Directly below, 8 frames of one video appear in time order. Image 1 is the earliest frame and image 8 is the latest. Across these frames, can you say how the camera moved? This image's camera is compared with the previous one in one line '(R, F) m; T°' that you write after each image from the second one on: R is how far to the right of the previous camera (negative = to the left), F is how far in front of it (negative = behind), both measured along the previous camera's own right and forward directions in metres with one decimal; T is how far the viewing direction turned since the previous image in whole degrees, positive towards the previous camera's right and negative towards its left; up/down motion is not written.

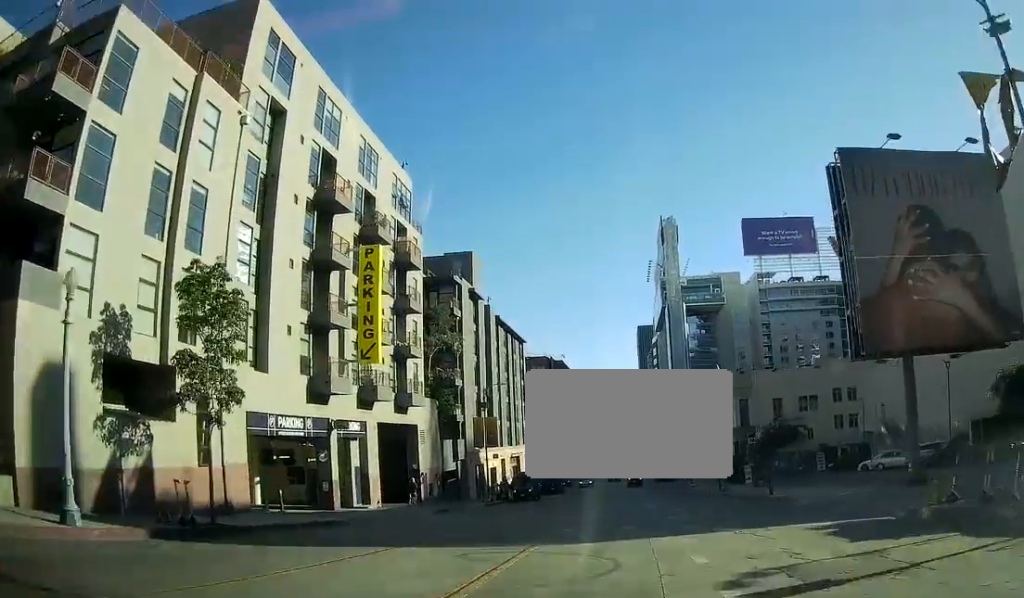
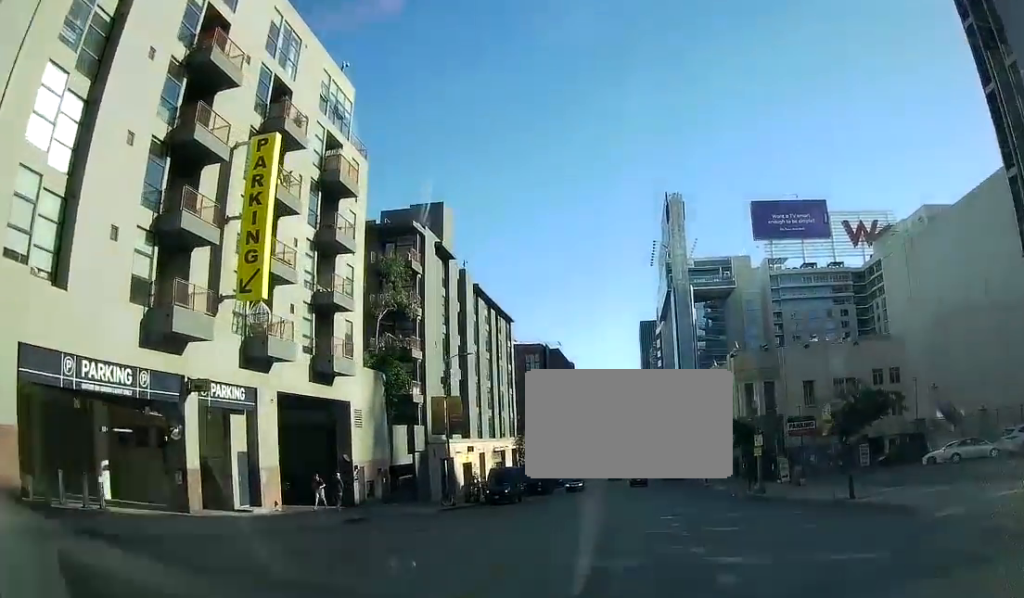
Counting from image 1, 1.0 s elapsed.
(+0.5, +13.5) m; -1°
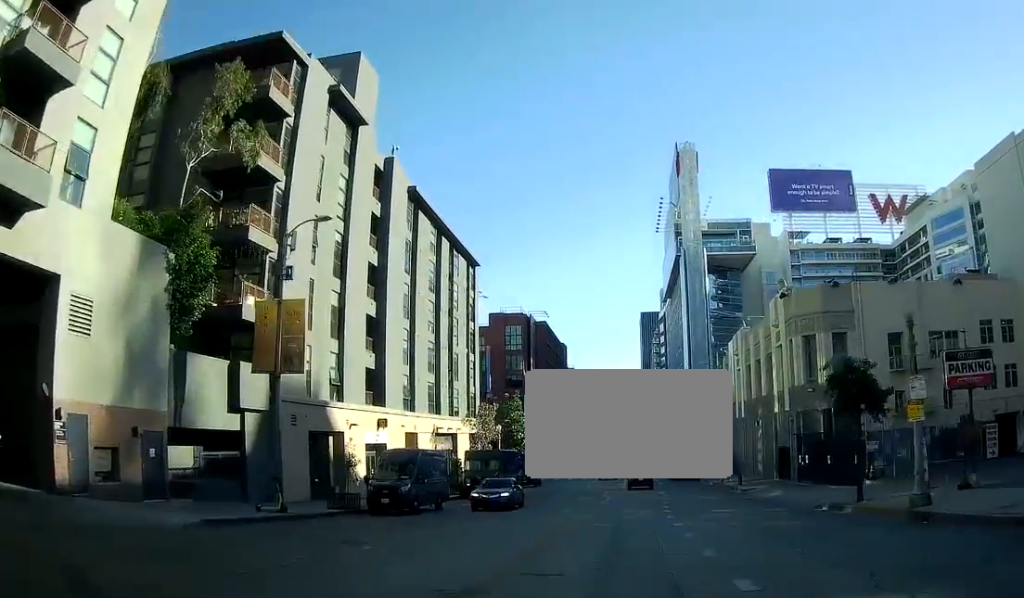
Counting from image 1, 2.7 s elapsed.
(-1.0, +22.9) m; -3°
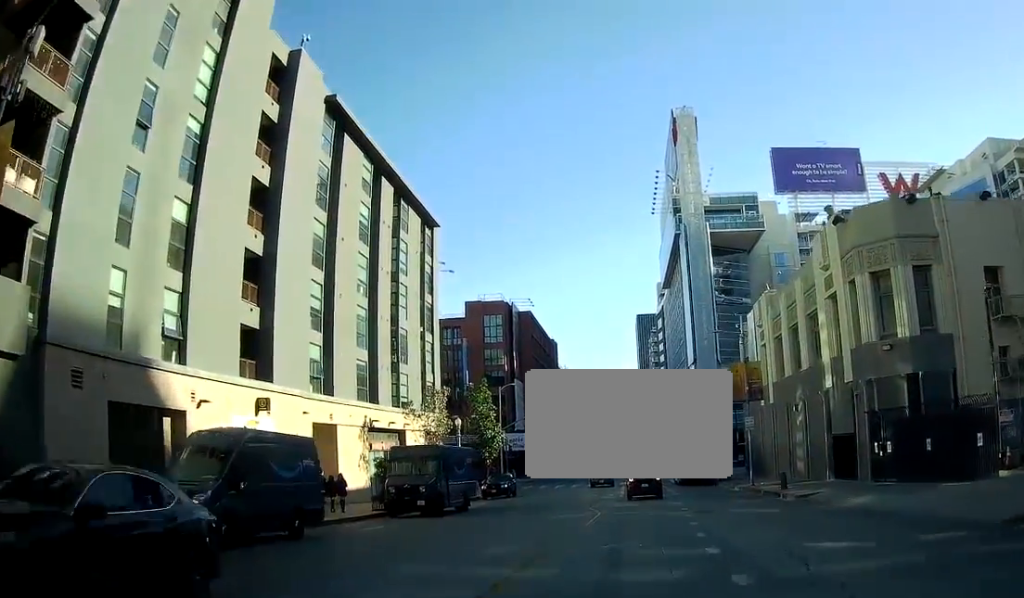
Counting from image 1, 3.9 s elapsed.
(0.0, +13.9) m; 0°
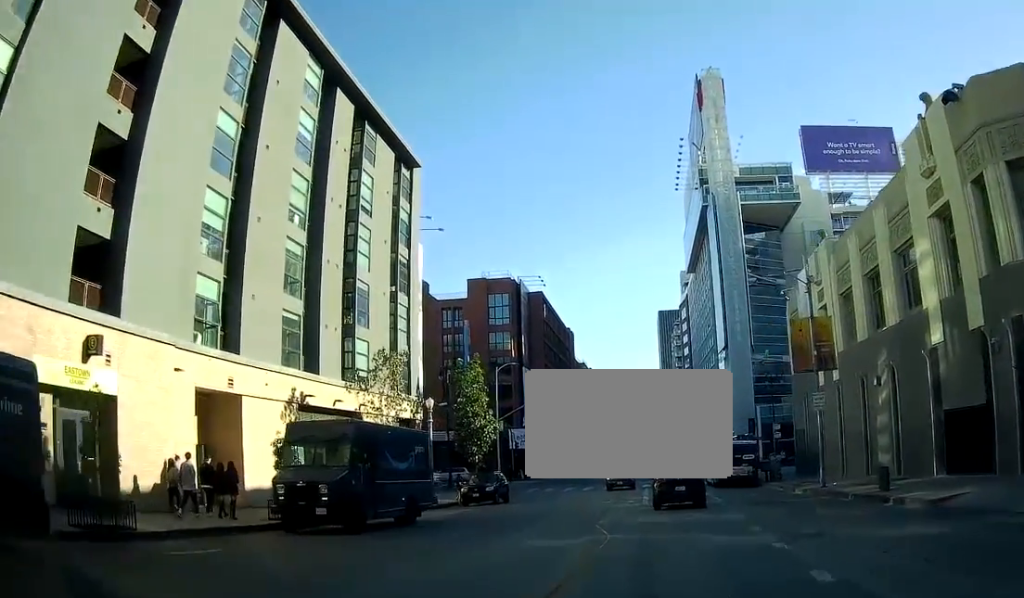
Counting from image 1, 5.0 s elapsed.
(0.0, +11.5) m; 0°
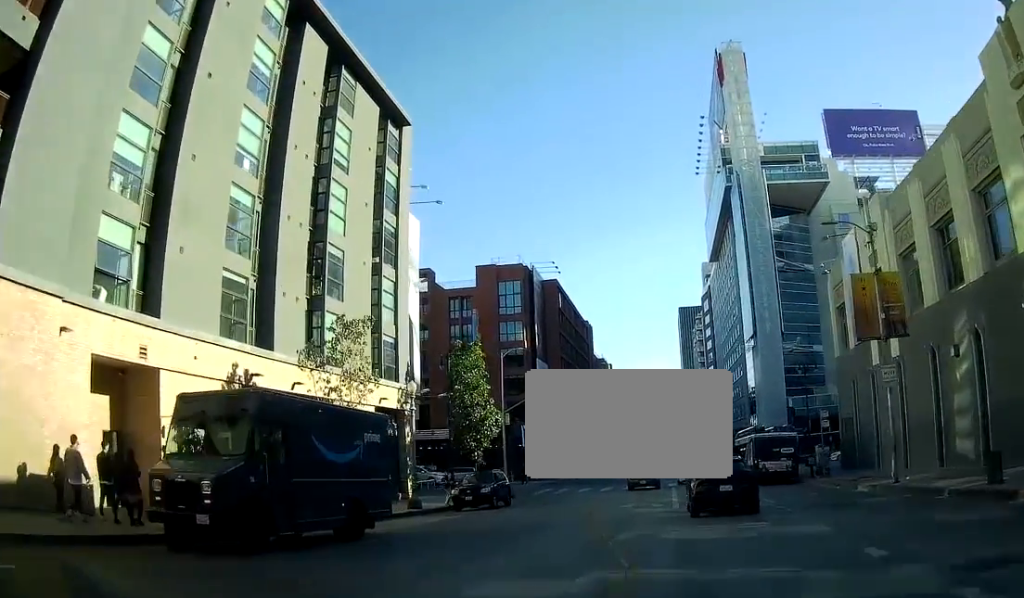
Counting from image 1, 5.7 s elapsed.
(0.0, +6.2) m; 0°
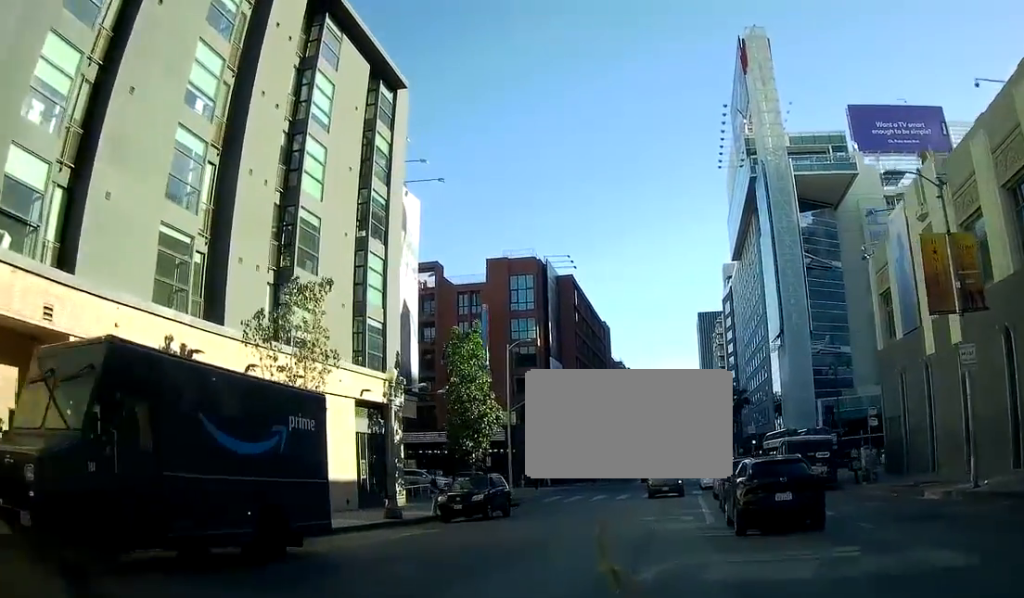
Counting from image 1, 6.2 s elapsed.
(0.0, +5.1) m; -2°
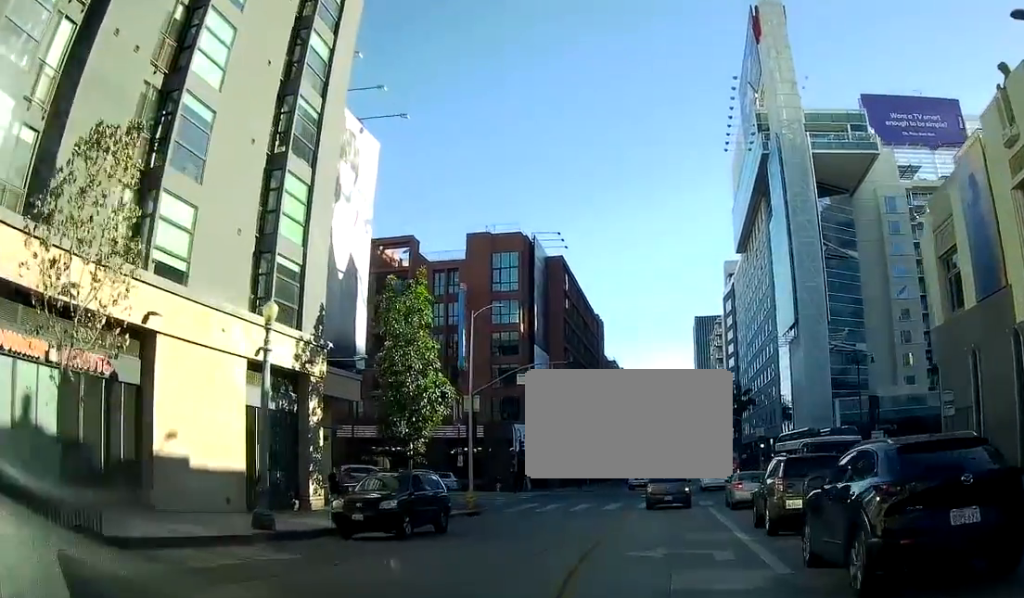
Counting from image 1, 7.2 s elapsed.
(-0.3, +8.9) m; -3°
